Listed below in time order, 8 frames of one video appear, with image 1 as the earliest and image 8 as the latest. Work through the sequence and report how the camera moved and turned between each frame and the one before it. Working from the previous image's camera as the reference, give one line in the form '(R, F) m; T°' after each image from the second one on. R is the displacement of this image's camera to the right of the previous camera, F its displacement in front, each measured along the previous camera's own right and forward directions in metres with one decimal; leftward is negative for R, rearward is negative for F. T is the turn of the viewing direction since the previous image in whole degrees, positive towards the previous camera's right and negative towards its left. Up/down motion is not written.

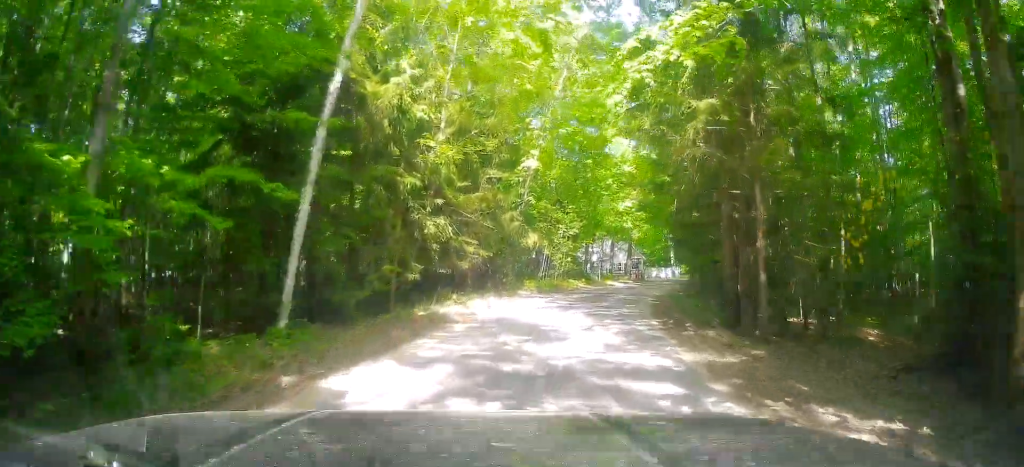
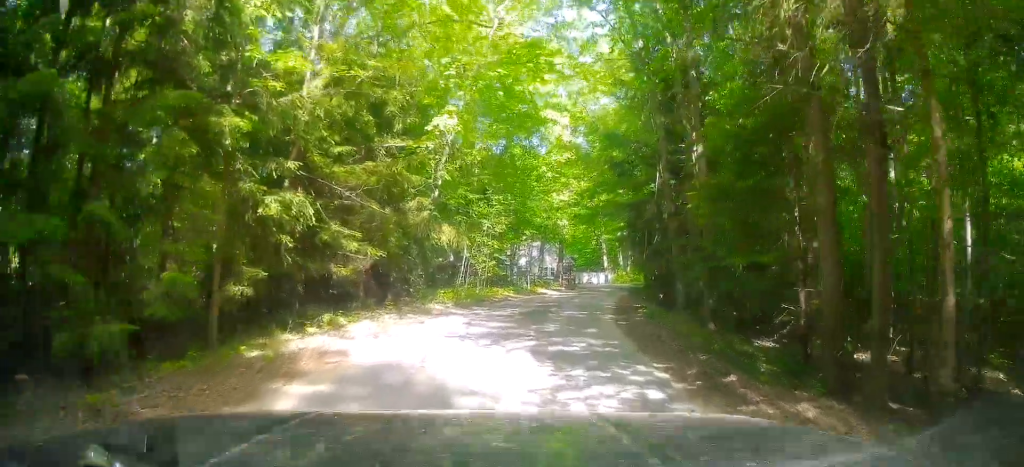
(+0.3, +7.9) m; +2°
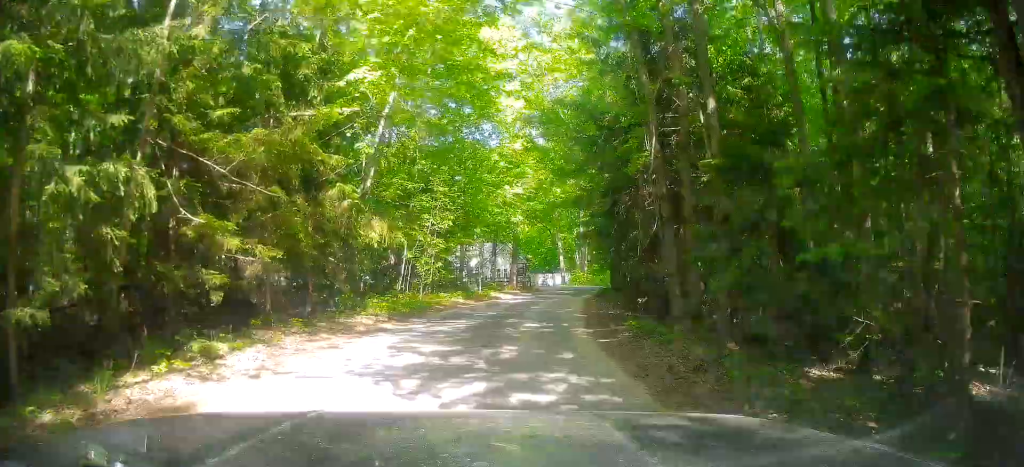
(0.0, +4.4) m; +1°
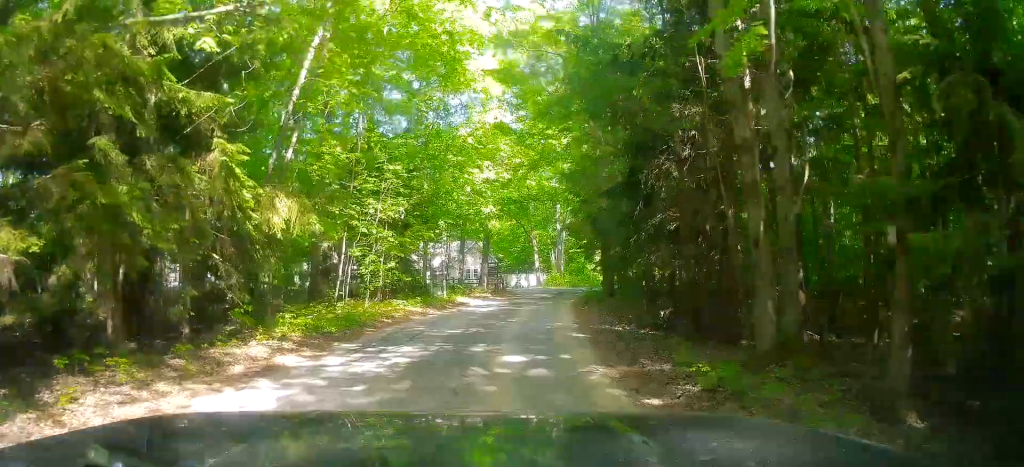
(+0.1, +7.2) m; +2°
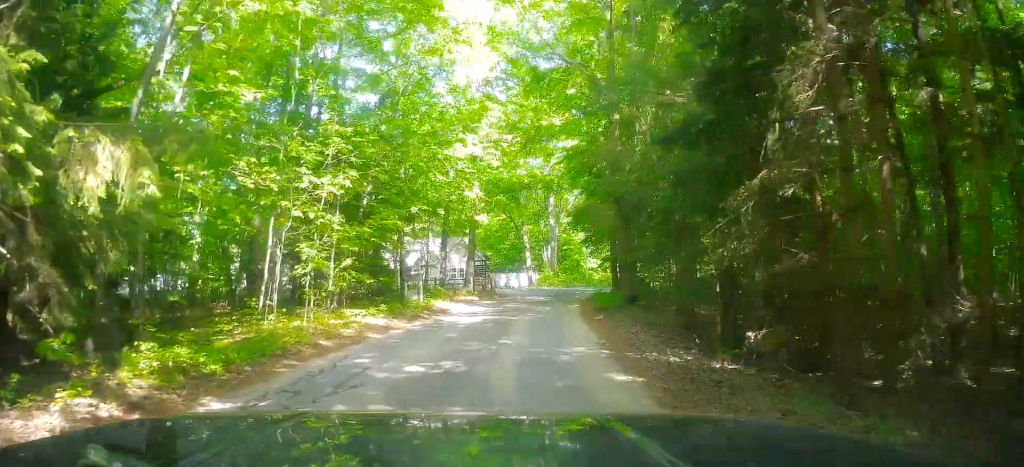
(+0.2, +7.0) m; +3°
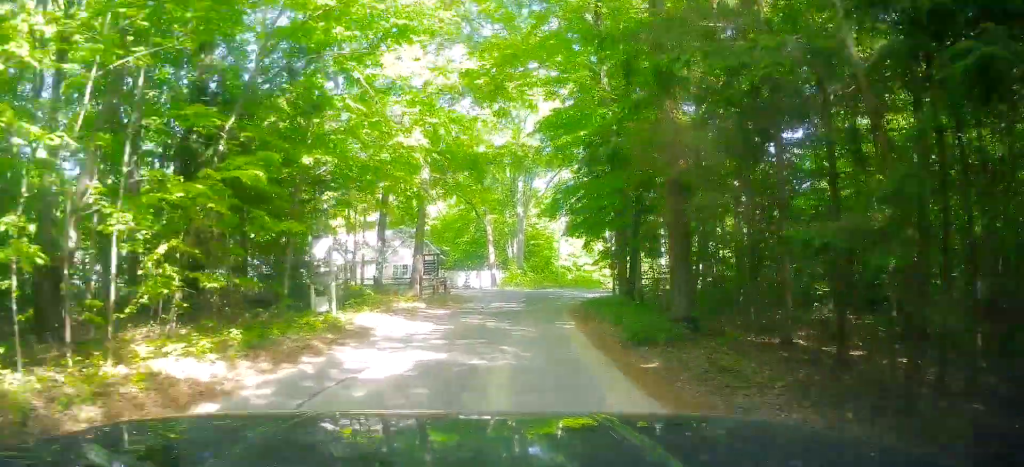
(+0.6, +10.7) m; 0°
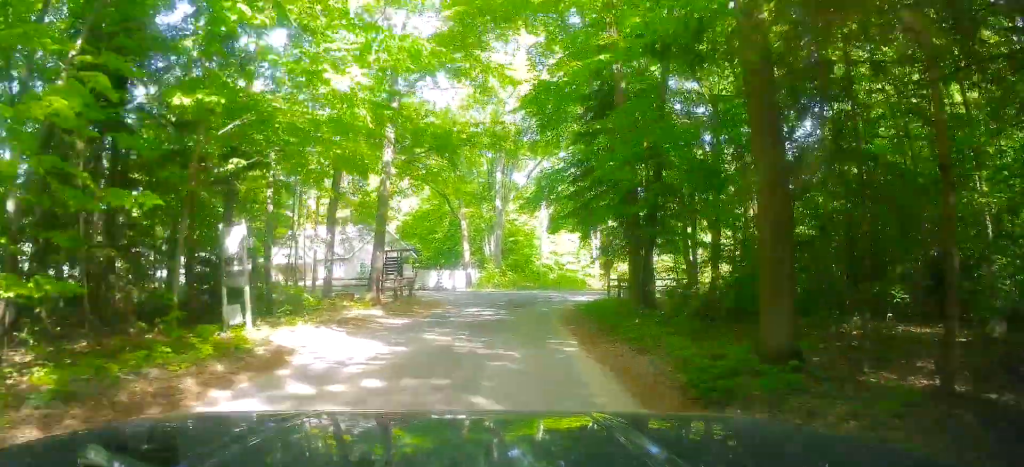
(-0.3, +5.3) m; -1°
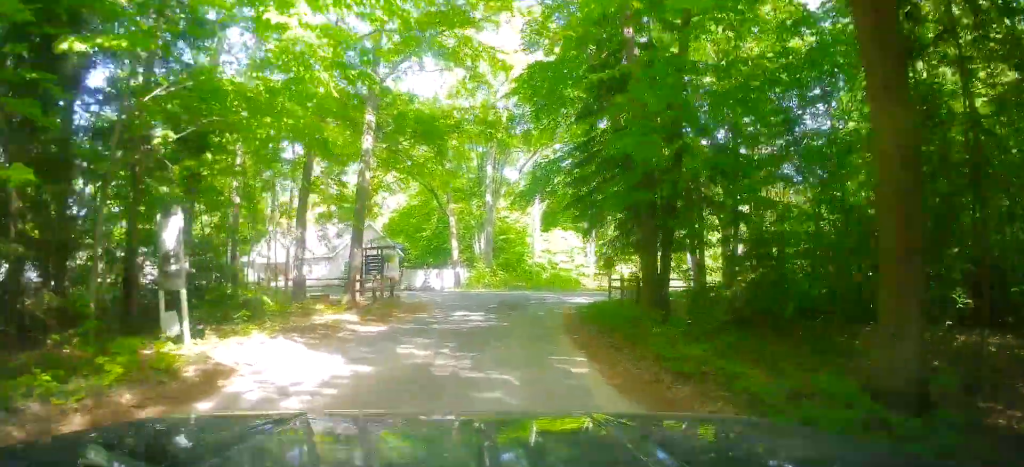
(-0.3, +2.6) m; +1°
